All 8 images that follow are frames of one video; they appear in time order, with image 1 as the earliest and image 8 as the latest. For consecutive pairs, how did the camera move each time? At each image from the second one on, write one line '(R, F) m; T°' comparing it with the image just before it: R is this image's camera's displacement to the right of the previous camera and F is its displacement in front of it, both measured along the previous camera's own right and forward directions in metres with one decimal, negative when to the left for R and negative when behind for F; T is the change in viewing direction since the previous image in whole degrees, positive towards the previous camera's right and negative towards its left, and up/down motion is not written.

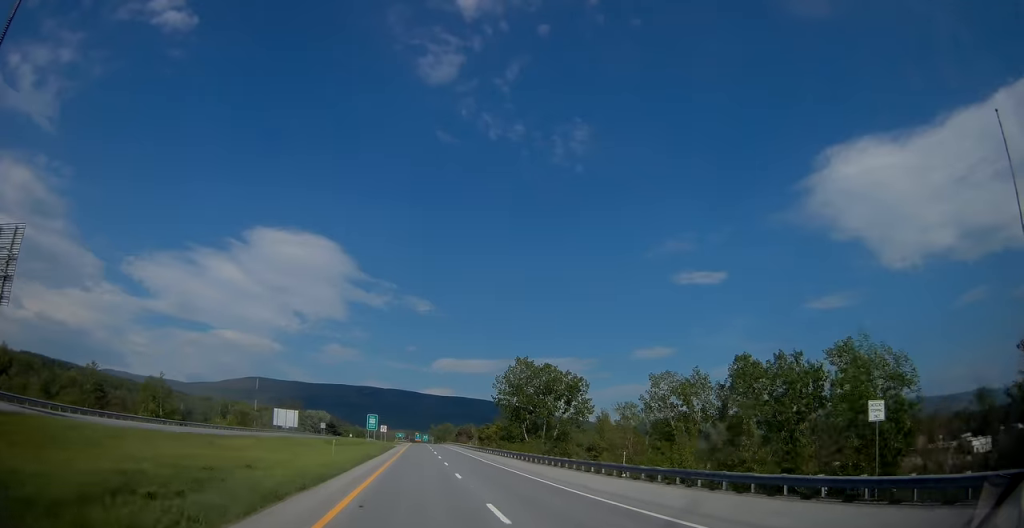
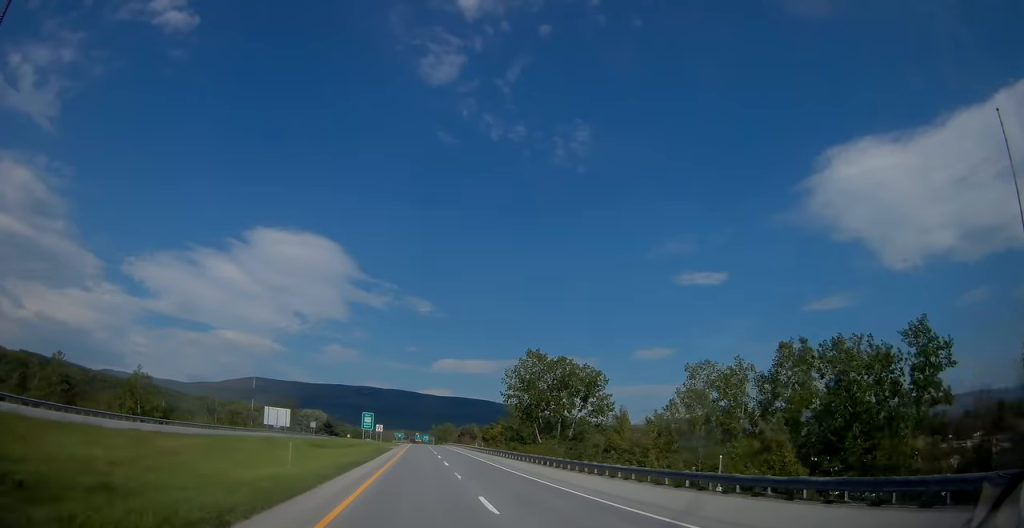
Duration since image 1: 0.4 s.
(+0.2, +10.6) m; 0°
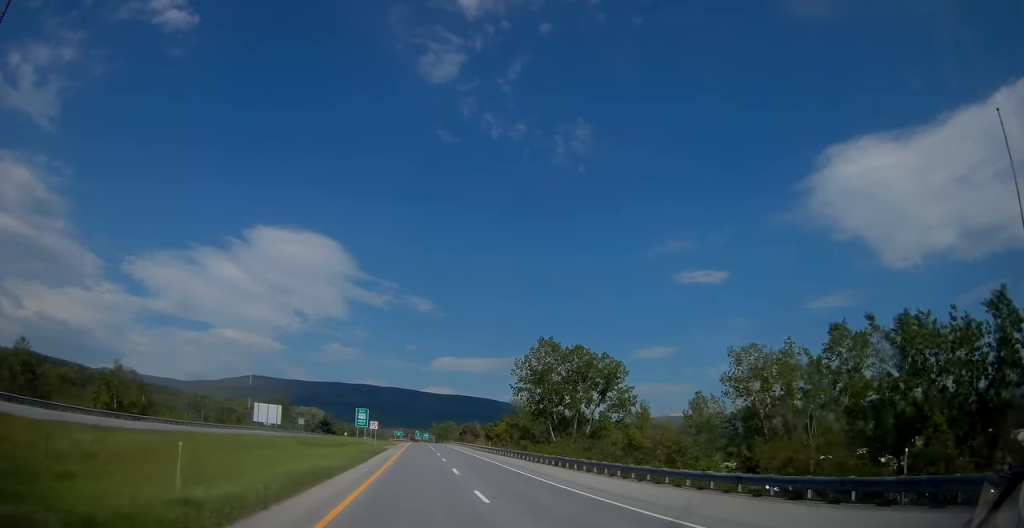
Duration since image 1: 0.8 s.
(0.0, +9.9) m; 0°
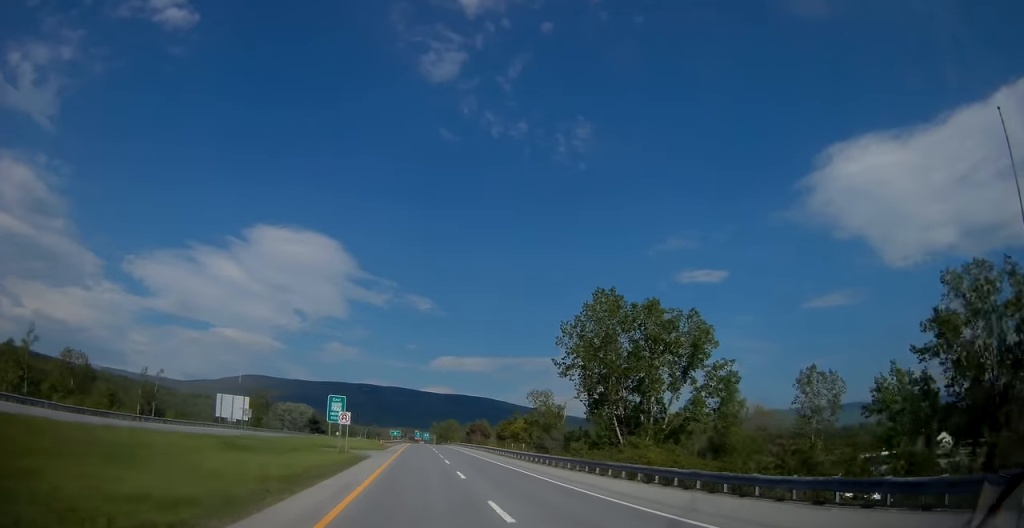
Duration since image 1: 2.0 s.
(-0.4, +28.2) m; -1°
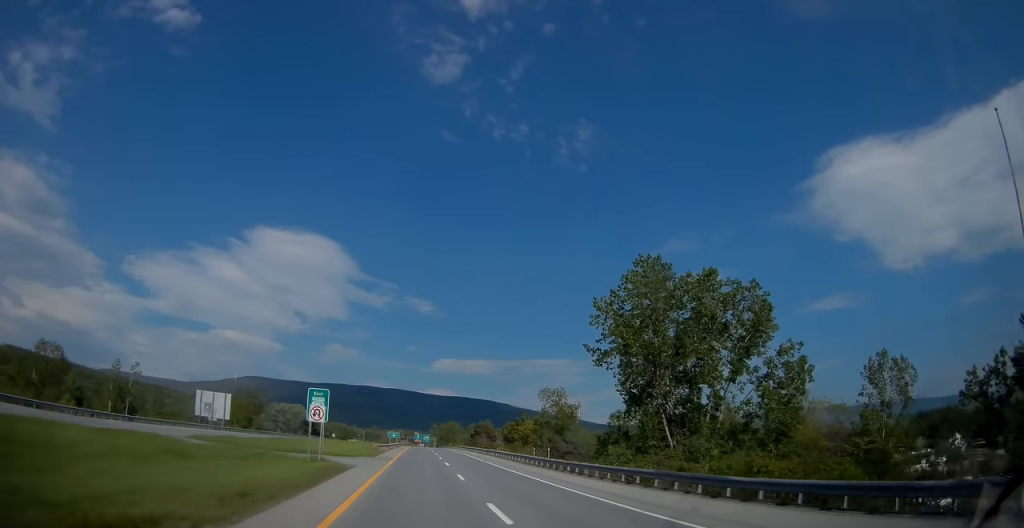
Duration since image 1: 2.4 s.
(-0.1, +11.7) m; +1°
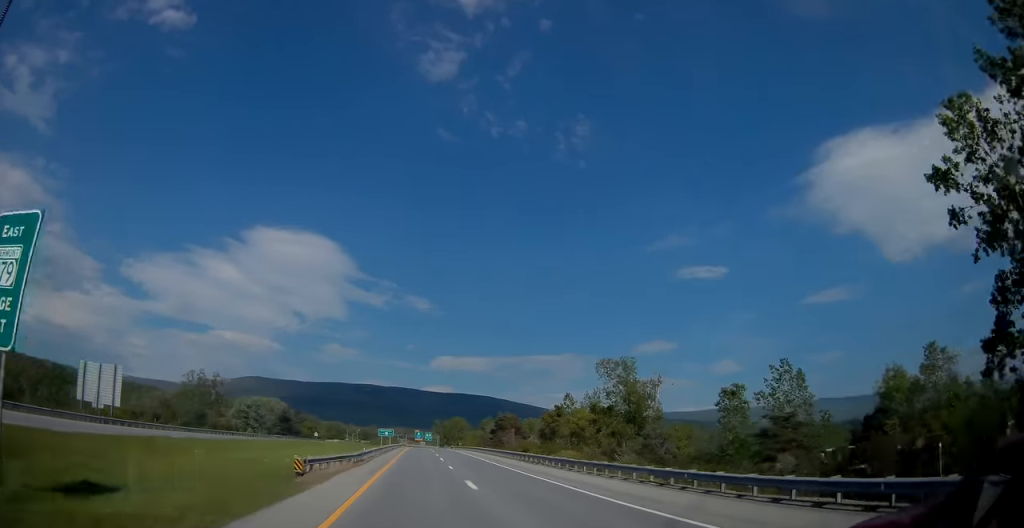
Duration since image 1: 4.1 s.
(+0.4, +42.1) m; 0°
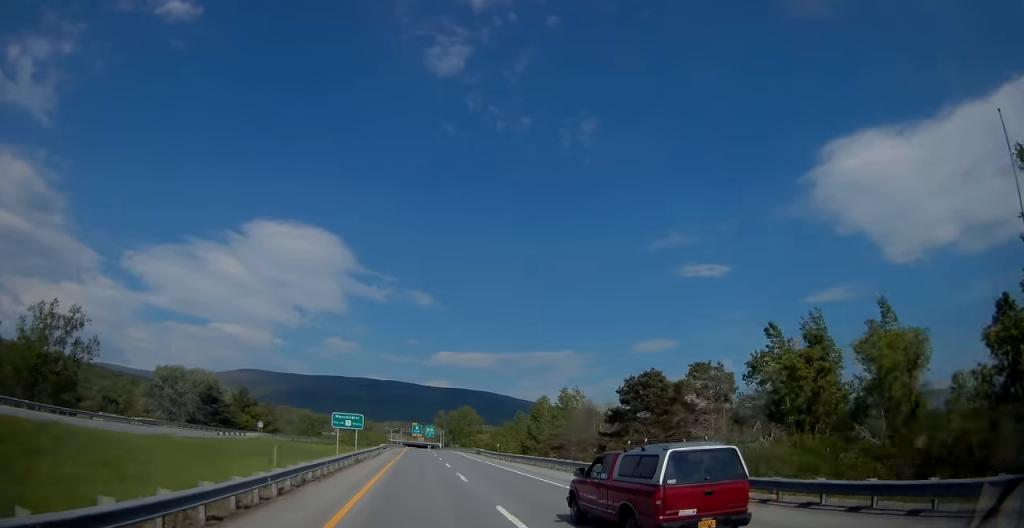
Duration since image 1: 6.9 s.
(-0.4, +70.3) m; 0°
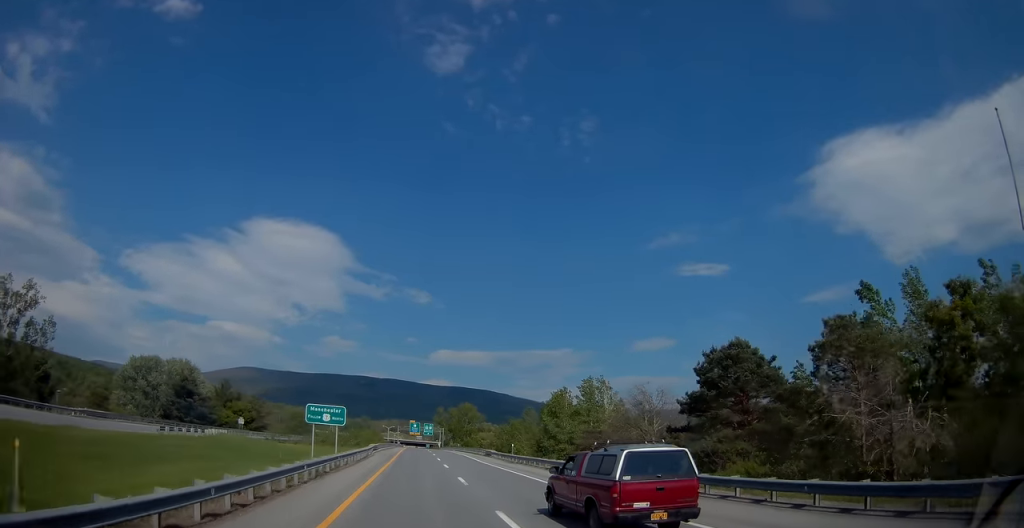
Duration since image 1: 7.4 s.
(+0.2, +13.2) m; 0°
